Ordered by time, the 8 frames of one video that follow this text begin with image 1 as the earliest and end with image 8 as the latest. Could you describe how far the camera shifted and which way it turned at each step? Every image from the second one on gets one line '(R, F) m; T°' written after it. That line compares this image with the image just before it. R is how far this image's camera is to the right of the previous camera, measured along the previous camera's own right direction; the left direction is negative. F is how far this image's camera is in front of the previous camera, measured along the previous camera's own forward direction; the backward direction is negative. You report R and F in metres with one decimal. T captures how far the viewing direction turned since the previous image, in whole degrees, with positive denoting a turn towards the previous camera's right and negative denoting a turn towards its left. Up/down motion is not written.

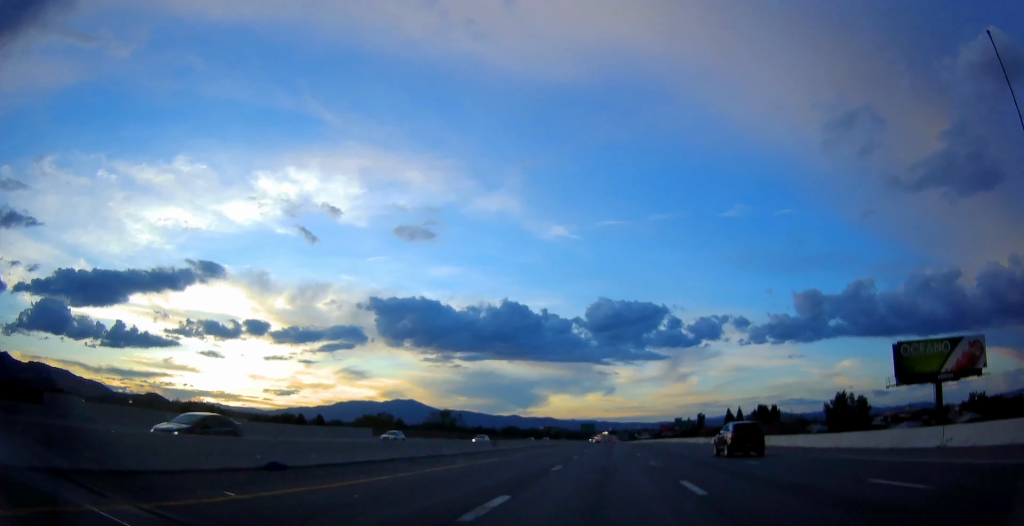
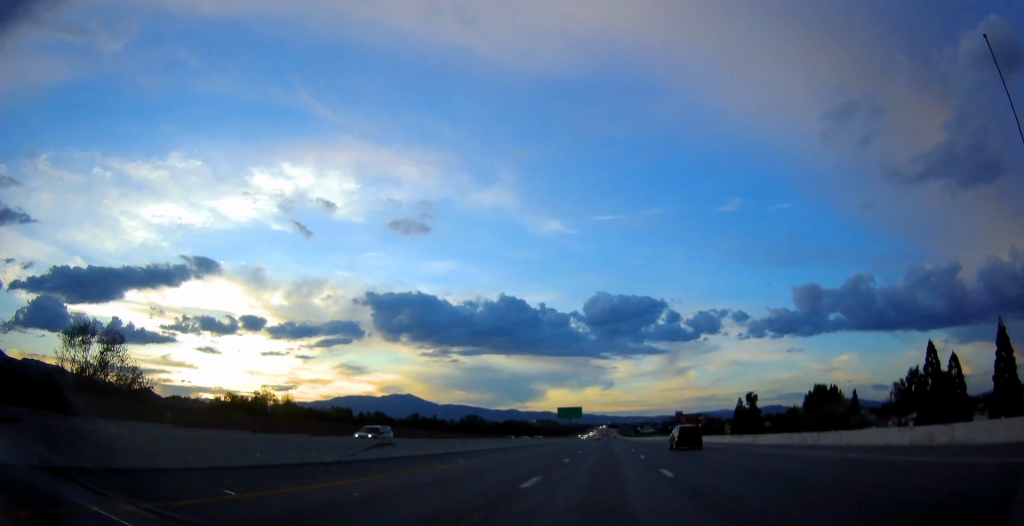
(+2.5, +109.8) m; +1°
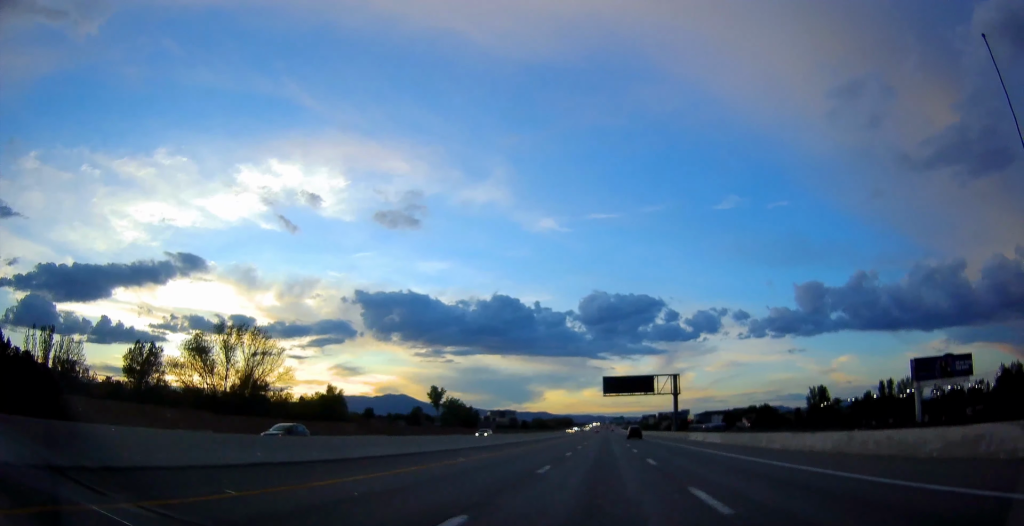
(+2.3, +380.6) m; 0°
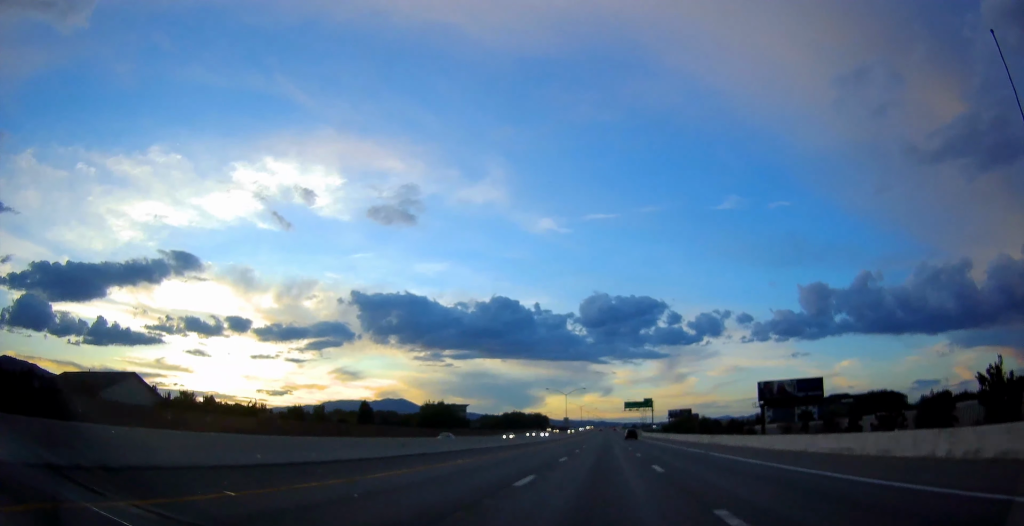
(+0.1, +249.9) m; 0°
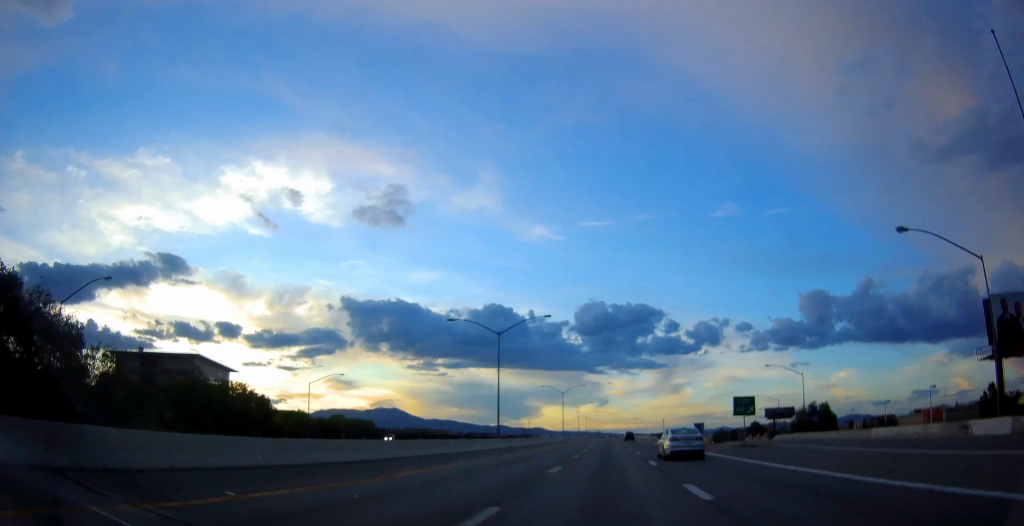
(+0.9, +313.9) m; 0°
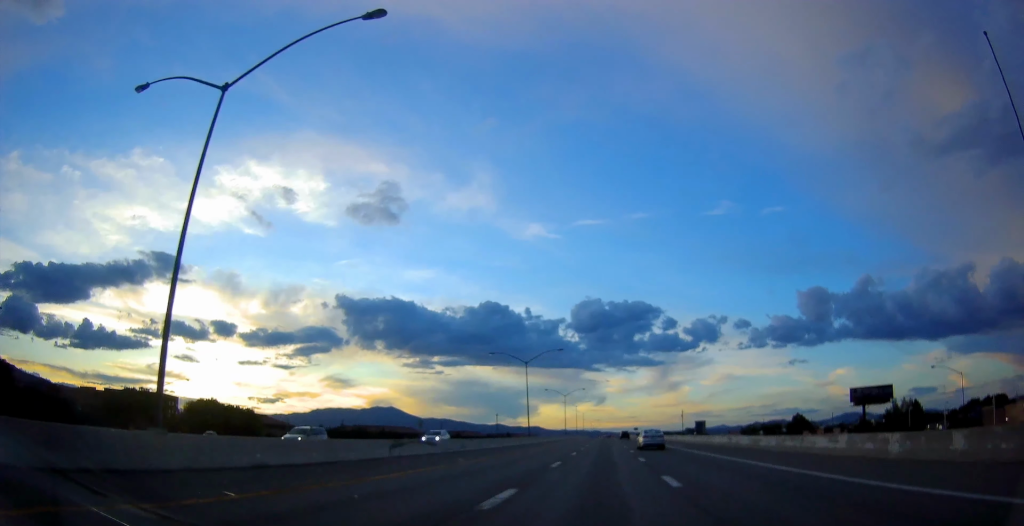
(0.0, +108.2) m; 0°
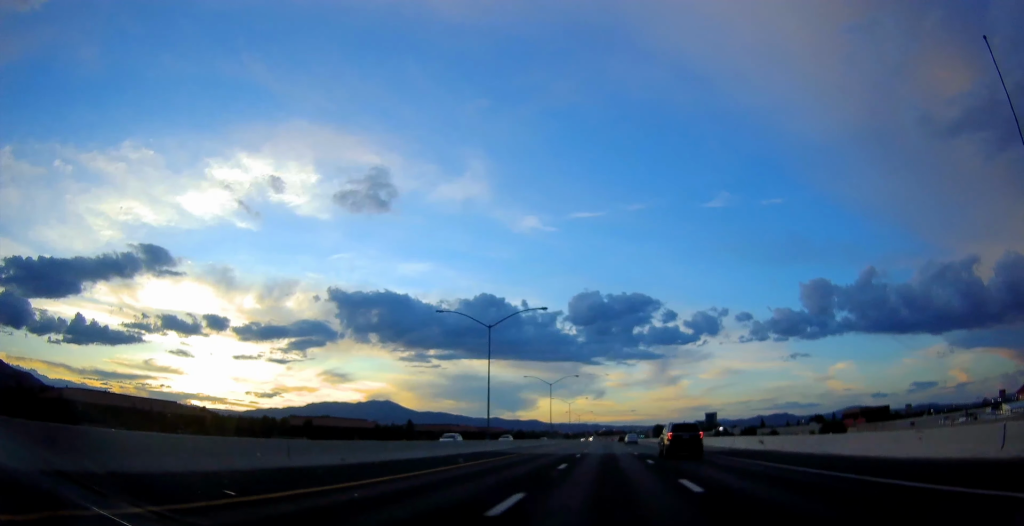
(-0.2, +299.2) m; 0°
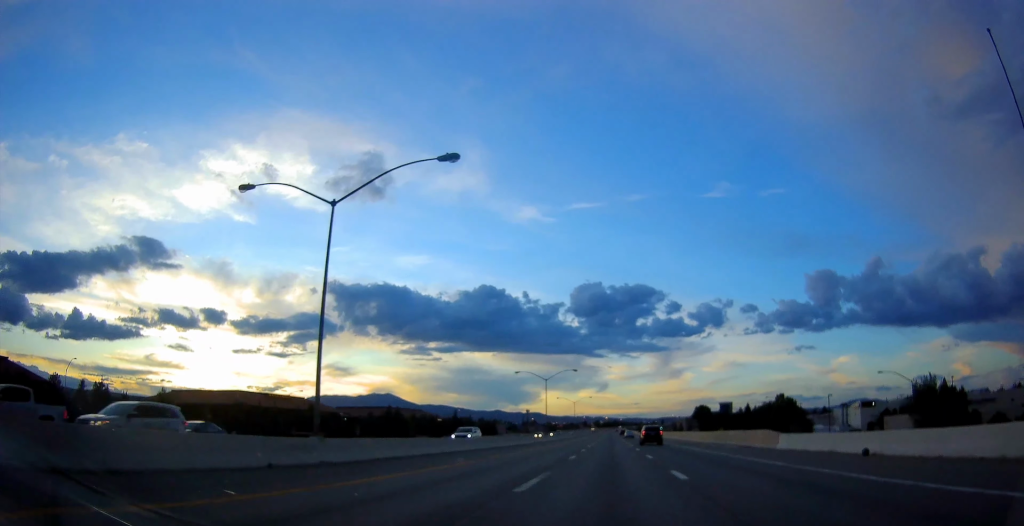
(+0.2, +245.4) m; 0°
